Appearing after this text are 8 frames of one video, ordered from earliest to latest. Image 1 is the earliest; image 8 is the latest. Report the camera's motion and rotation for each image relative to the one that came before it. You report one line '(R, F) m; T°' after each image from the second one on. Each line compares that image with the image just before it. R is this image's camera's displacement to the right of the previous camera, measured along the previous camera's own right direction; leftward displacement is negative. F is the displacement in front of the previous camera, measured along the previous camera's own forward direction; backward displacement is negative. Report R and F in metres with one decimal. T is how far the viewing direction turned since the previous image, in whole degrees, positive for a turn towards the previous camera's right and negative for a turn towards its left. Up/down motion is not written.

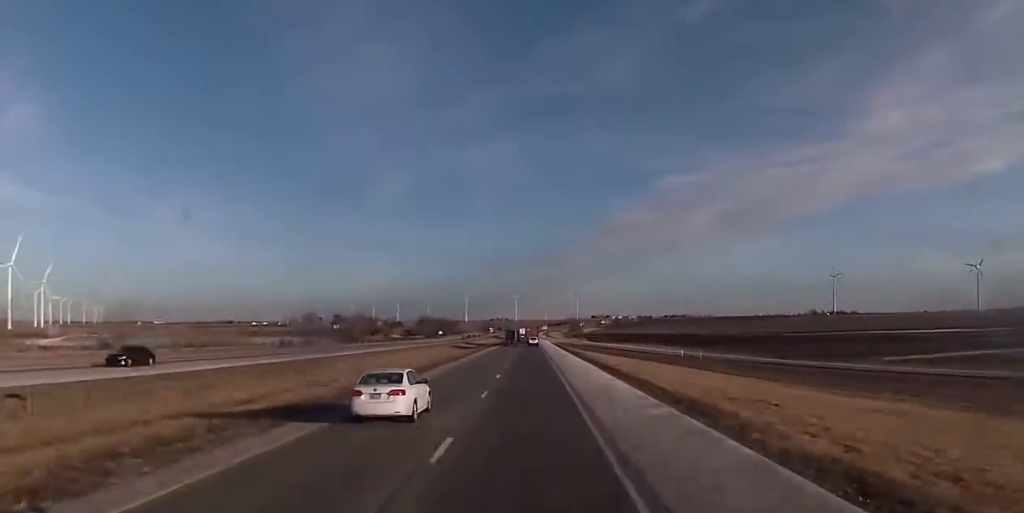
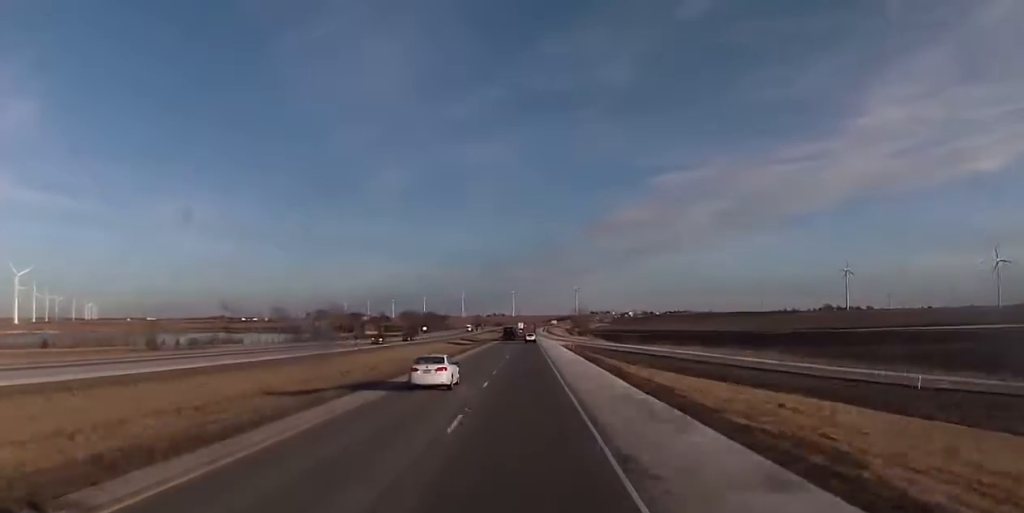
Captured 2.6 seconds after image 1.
(+0.1, +70.1) m; 0°
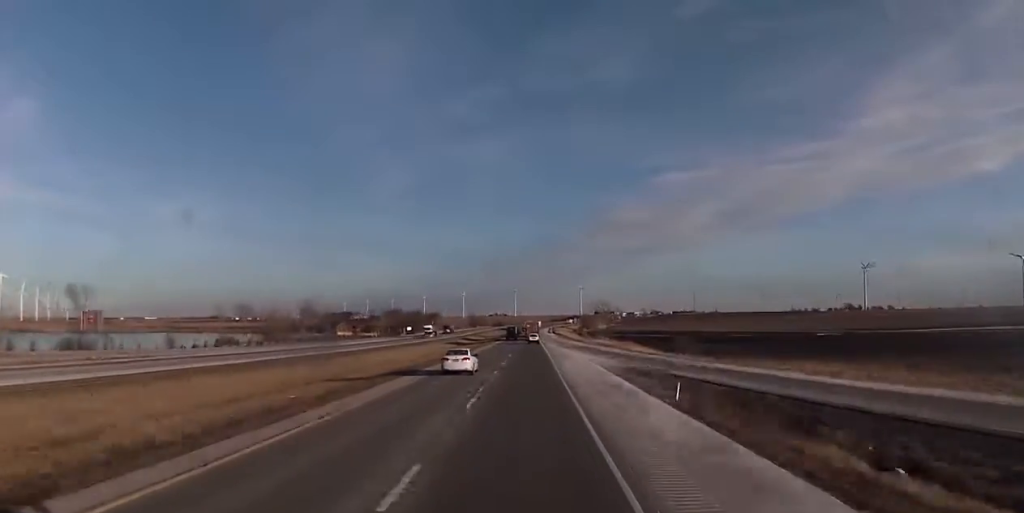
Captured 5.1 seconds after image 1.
(-0.2, +68.6) m; 0°
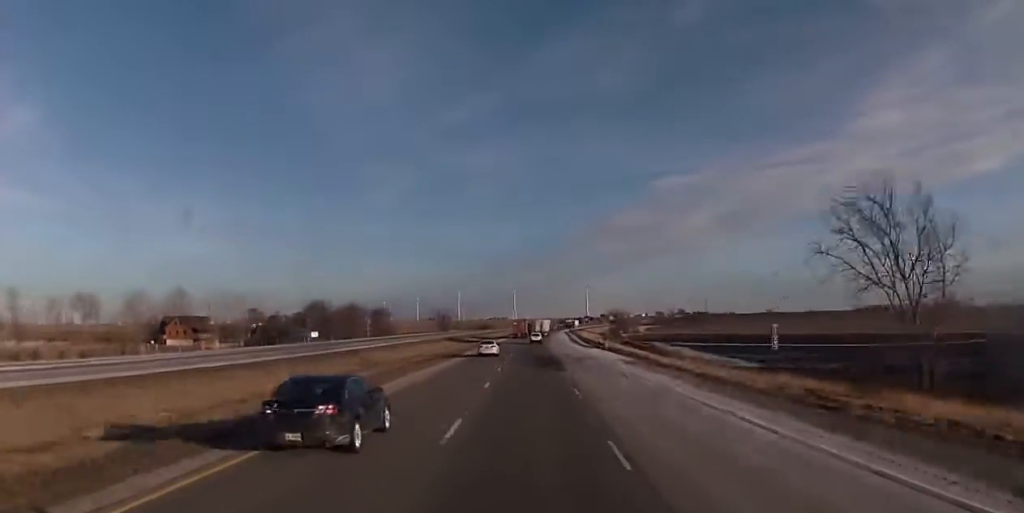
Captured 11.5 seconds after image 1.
(+0.3, +178.1) m; +1°
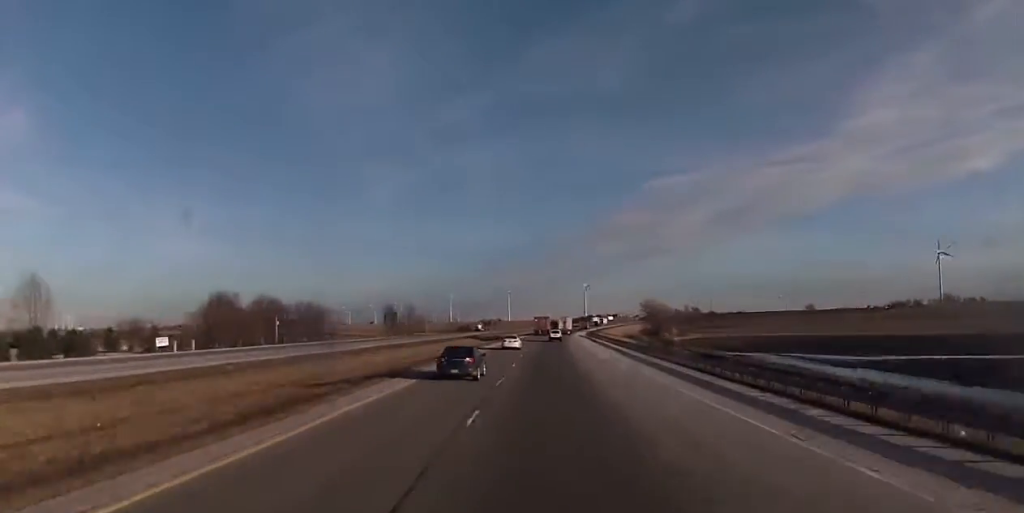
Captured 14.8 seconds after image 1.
(+1.2, +91.8) m; +2°
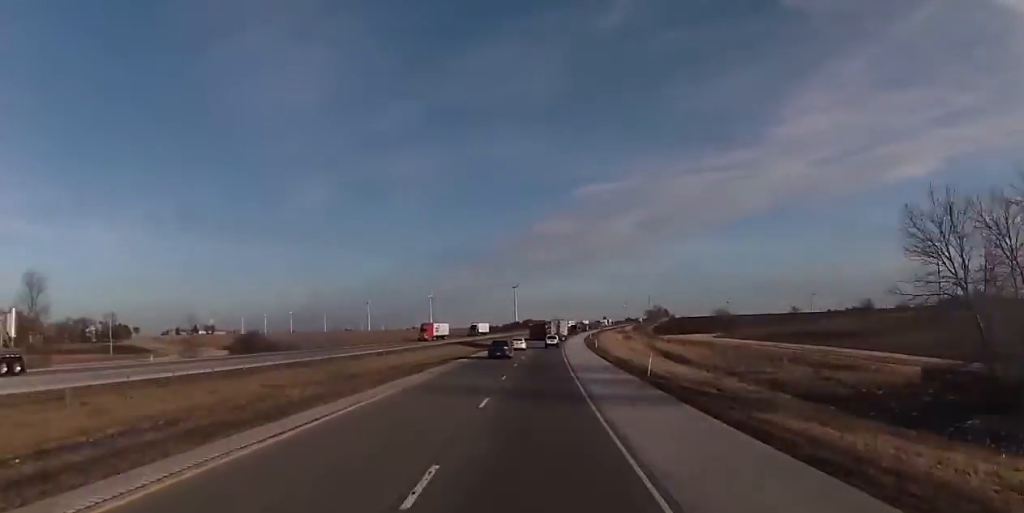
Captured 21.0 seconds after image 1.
(+6.8, +177.5) m; +5°
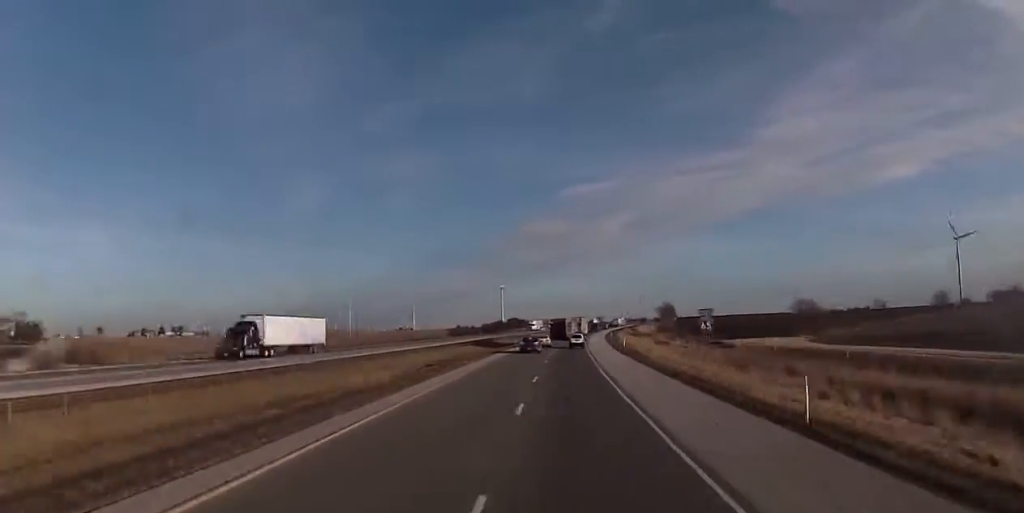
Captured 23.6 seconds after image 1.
(+1.6, +73.8) m; +2°
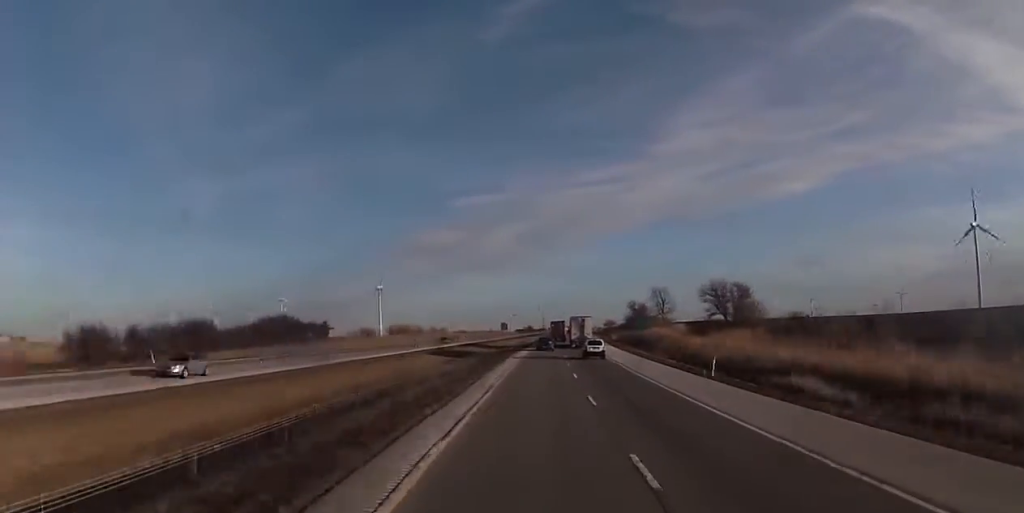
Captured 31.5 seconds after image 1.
(+14.4, +225.7) m; +7°
